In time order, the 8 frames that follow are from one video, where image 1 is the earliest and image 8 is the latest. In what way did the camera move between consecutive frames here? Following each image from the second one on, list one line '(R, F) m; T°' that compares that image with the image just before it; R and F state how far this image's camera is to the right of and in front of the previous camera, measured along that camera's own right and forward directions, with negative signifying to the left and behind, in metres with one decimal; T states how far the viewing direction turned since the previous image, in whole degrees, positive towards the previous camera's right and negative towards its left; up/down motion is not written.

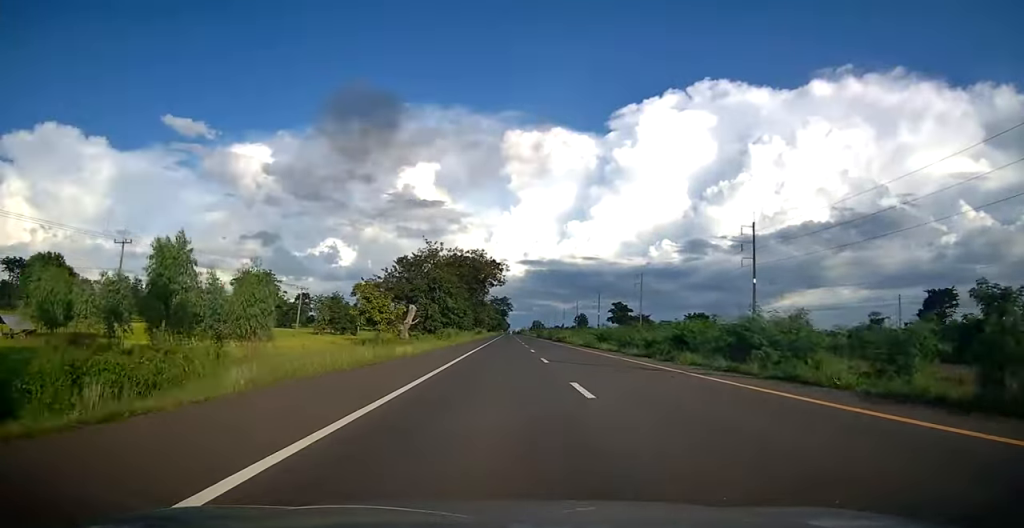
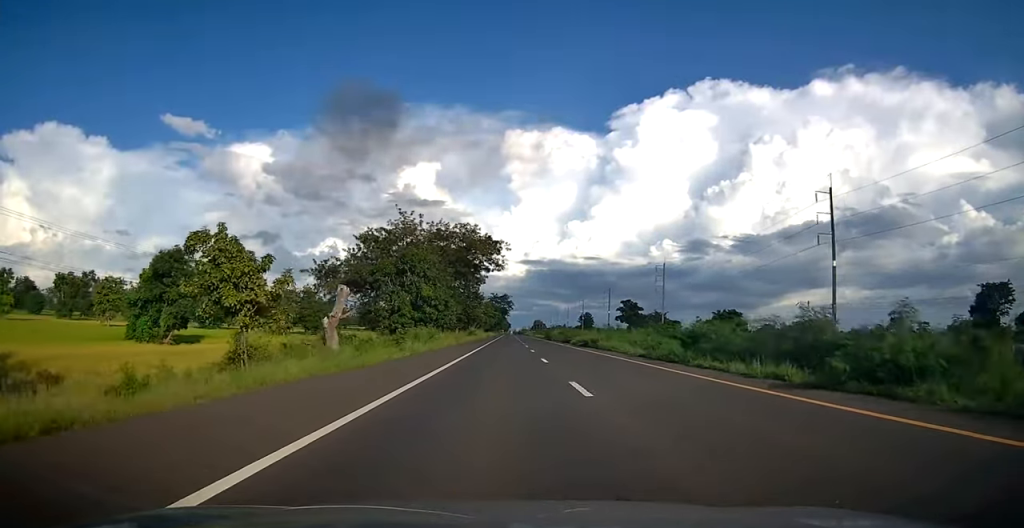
(0.0, +23.4) m; 0°
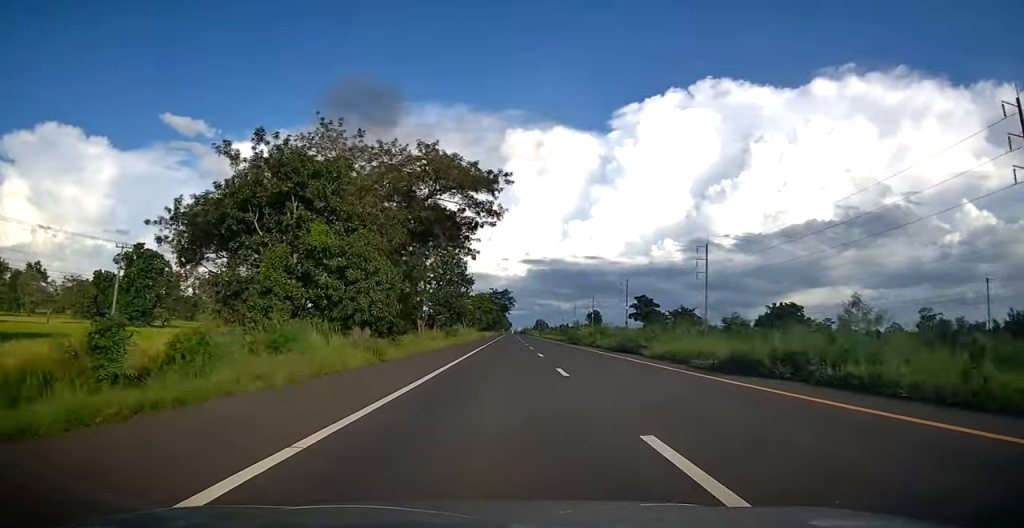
(0.0, +31.0) m; 0°
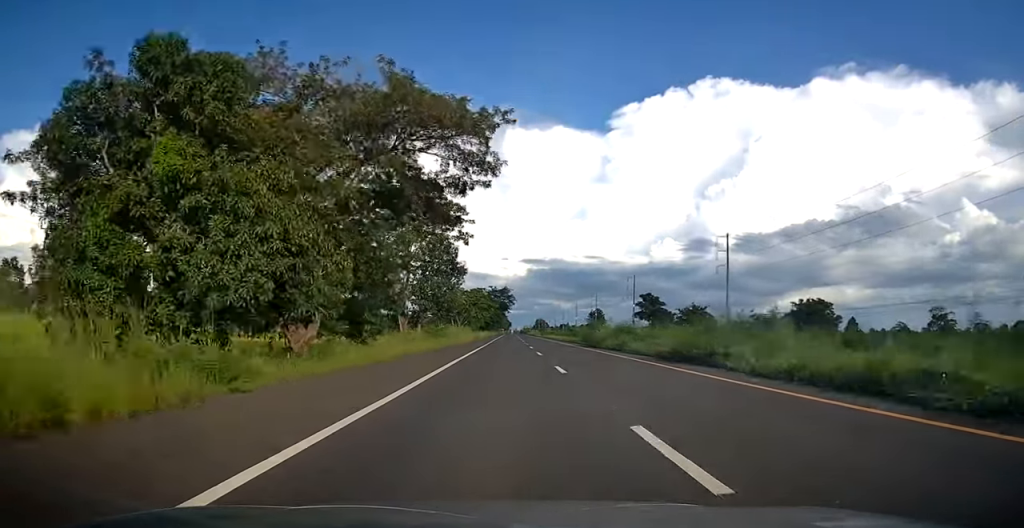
(0.0, +11.3) m; 0°
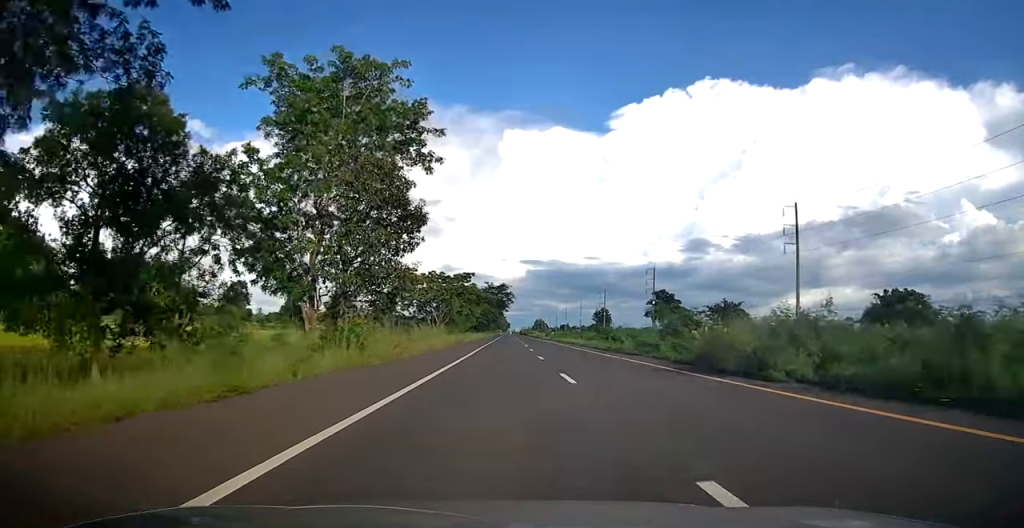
(-0.1, +26.4) m; 0°
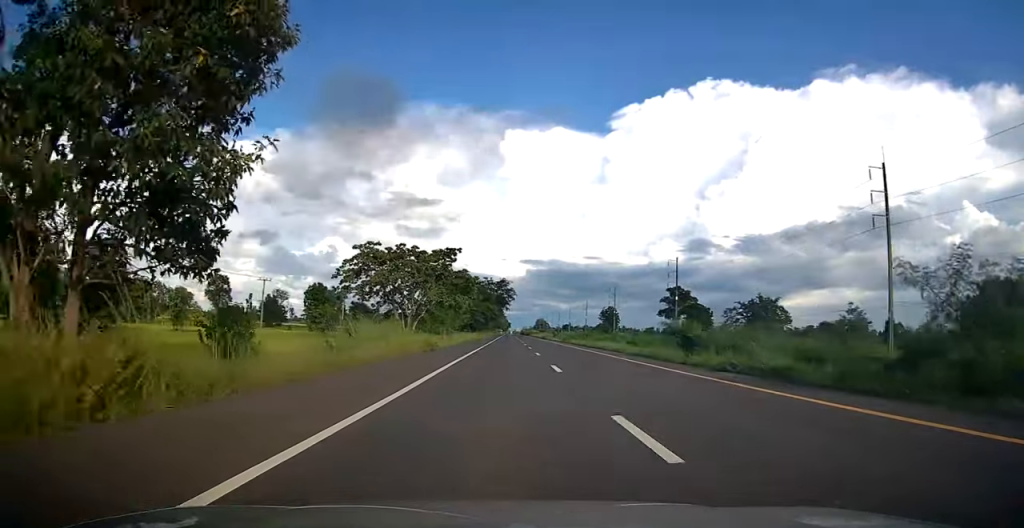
(0.0, +20.1) m; 0°
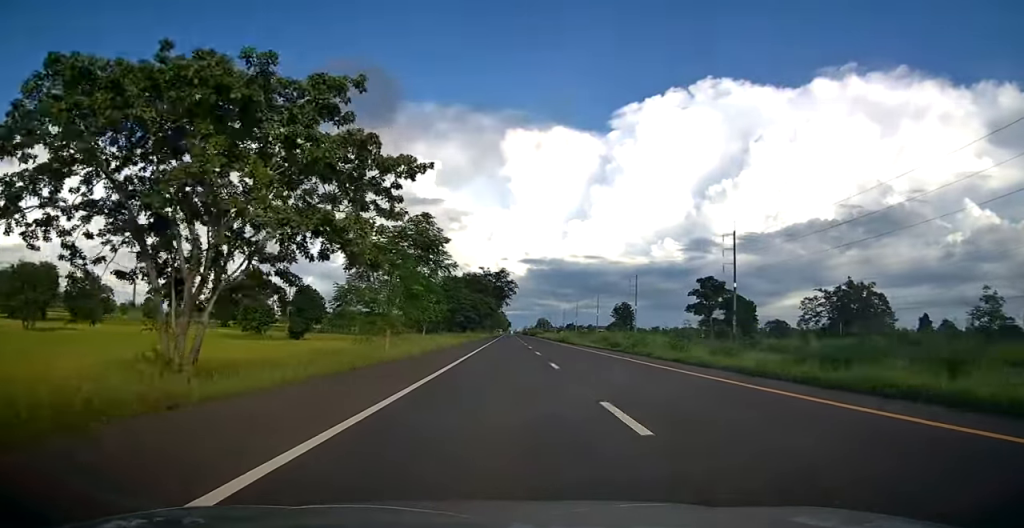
(0.0, +34.4) m; 0°
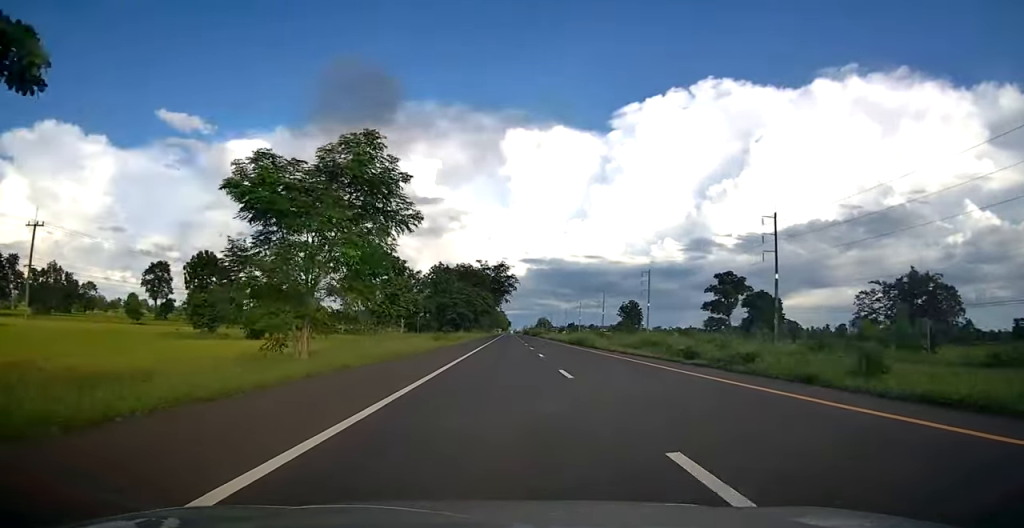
(0.0, +15.9) m; 0°
